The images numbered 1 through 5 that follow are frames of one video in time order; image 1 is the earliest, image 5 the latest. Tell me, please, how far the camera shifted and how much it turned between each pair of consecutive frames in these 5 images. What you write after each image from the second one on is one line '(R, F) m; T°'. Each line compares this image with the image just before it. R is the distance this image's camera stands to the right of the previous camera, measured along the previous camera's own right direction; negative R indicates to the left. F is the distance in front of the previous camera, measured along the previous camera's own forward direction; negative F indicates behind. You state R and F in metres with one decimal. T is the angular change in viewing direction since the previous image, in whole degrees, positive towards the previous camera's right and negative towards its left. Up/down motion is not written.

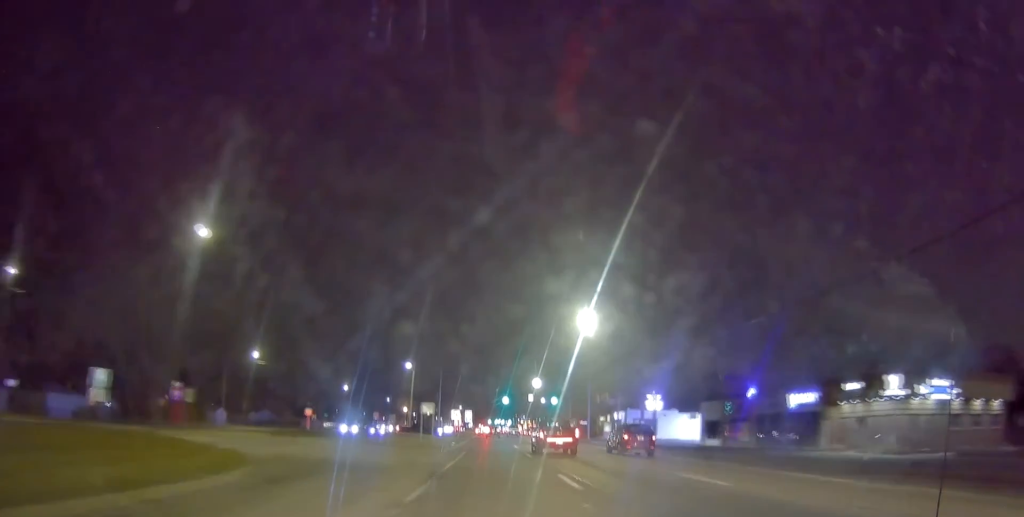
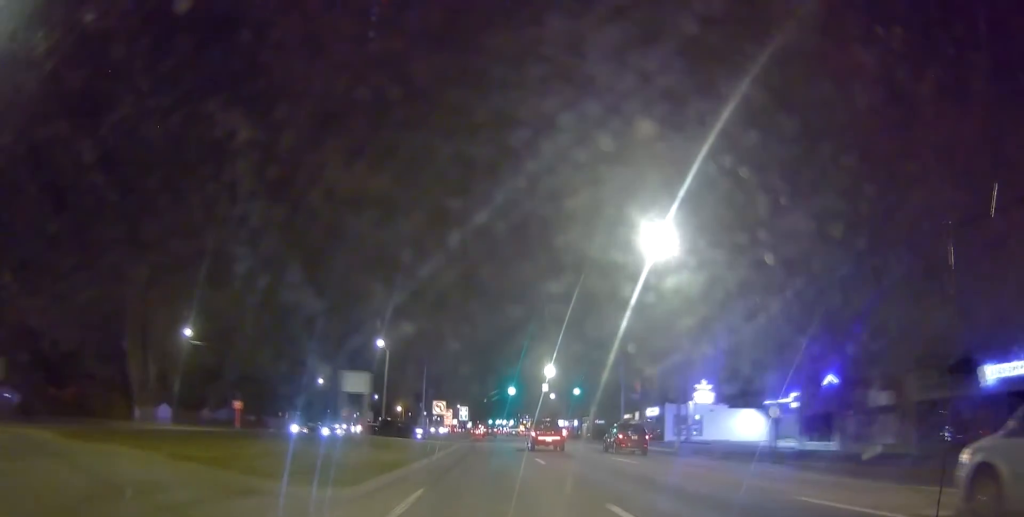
(+0.8, +22.0) m; +2°
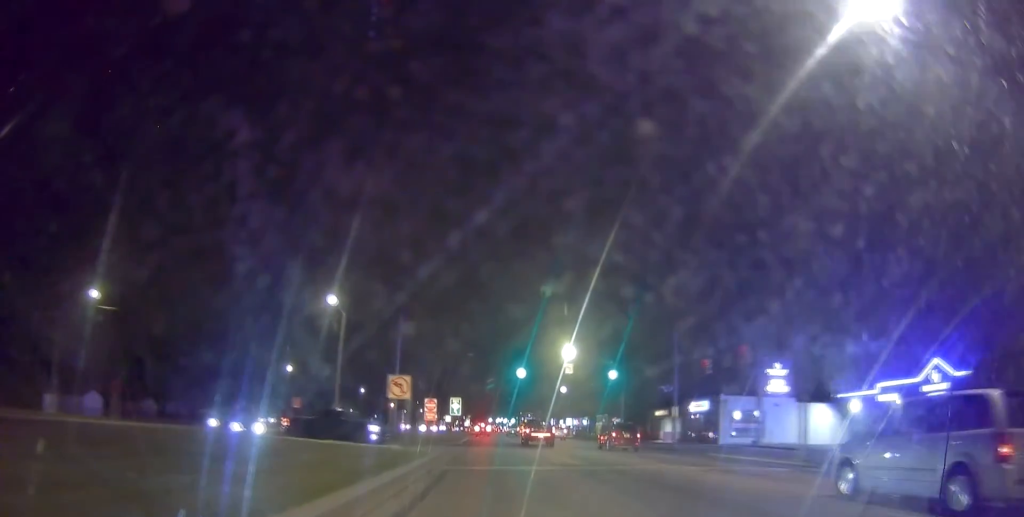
(-0.2, +19.3) m; -2°
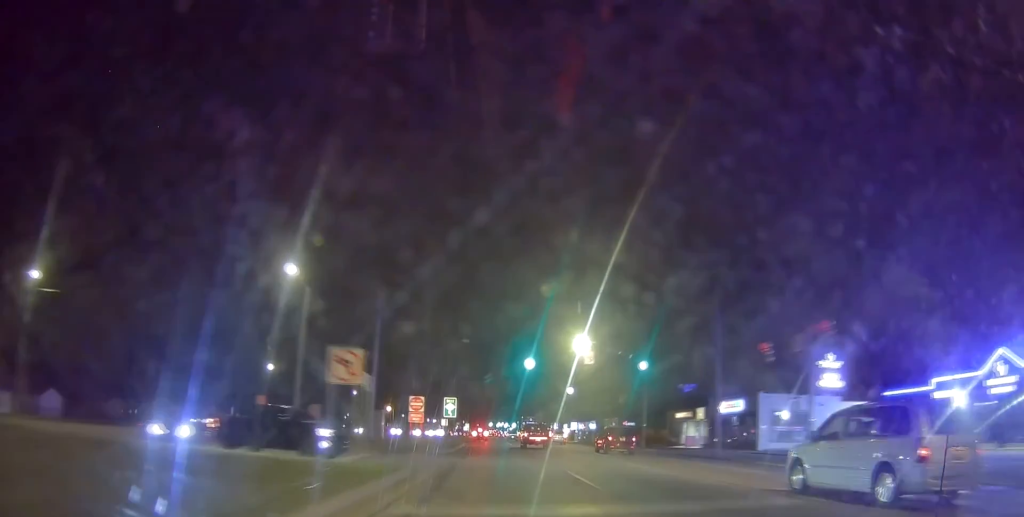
(-0.4, +9.3) m; 0°
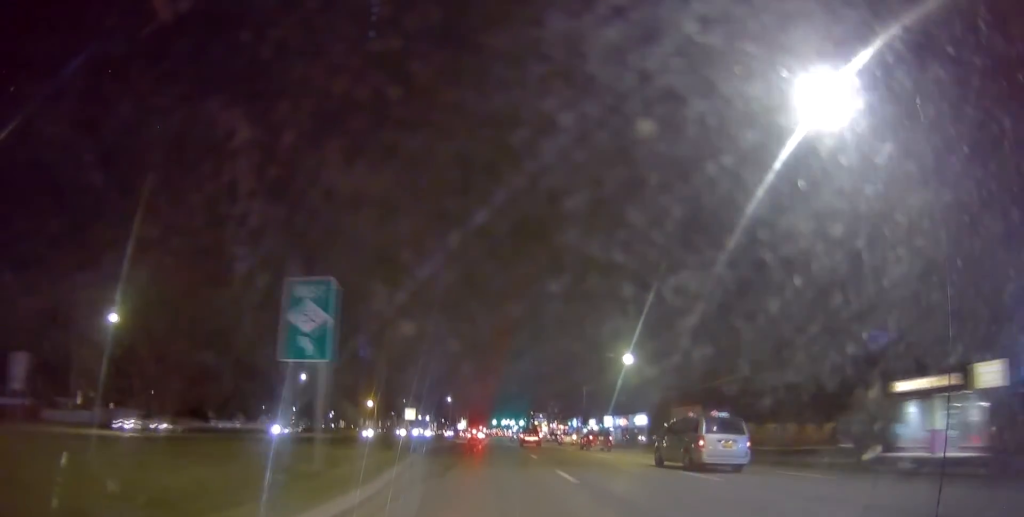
(+0.7, +43.1) m; +1°
